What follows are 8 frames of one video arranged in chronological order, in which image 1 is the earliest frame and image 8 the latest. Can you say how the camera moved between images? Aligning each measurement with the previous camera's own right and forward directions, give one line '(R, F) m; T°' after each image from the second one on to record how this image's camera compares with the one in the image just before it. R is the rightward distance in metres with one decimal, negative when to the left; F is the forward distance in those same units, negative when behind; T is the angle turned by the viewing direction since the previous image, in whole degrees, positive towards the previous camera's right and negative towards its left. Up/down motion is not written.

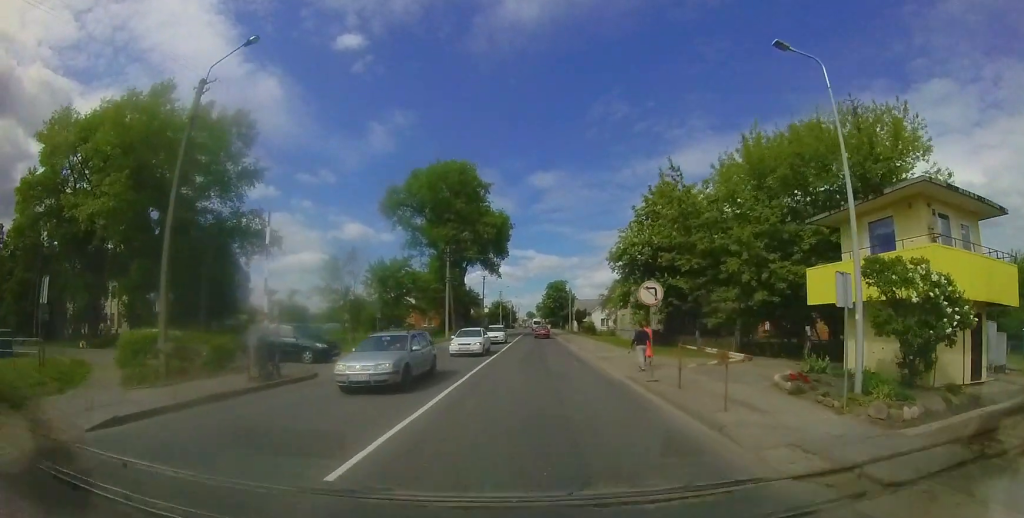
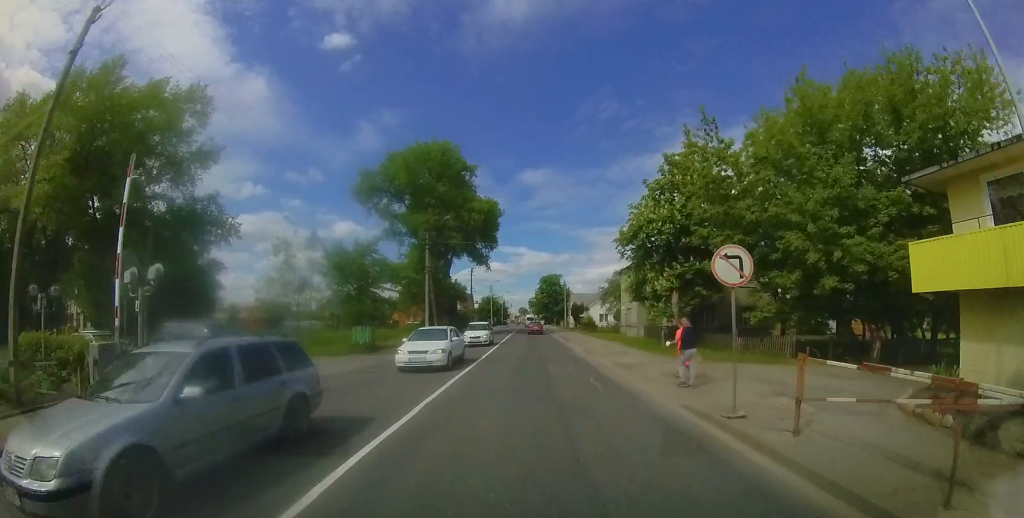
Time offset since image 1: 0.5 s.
(0.0, +4.9) m; 0°
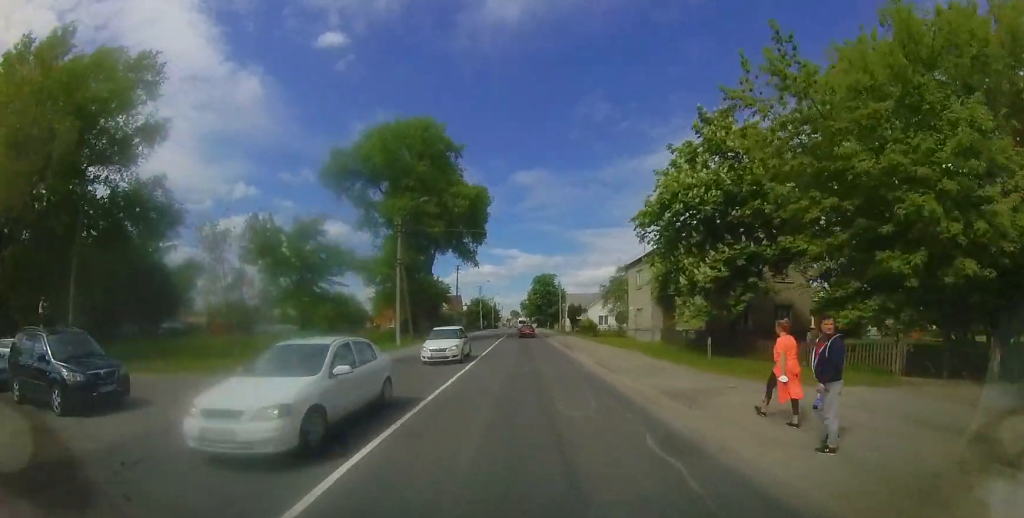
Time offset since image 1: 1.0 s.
(0.0, +5.7) m; 0°
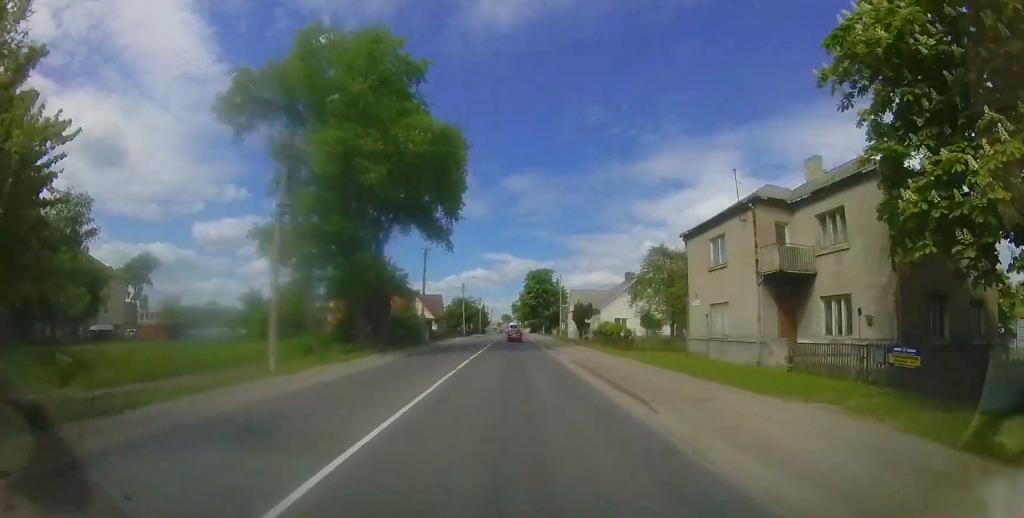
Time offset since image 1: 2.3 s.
(0.0, +13.1) m; +1°
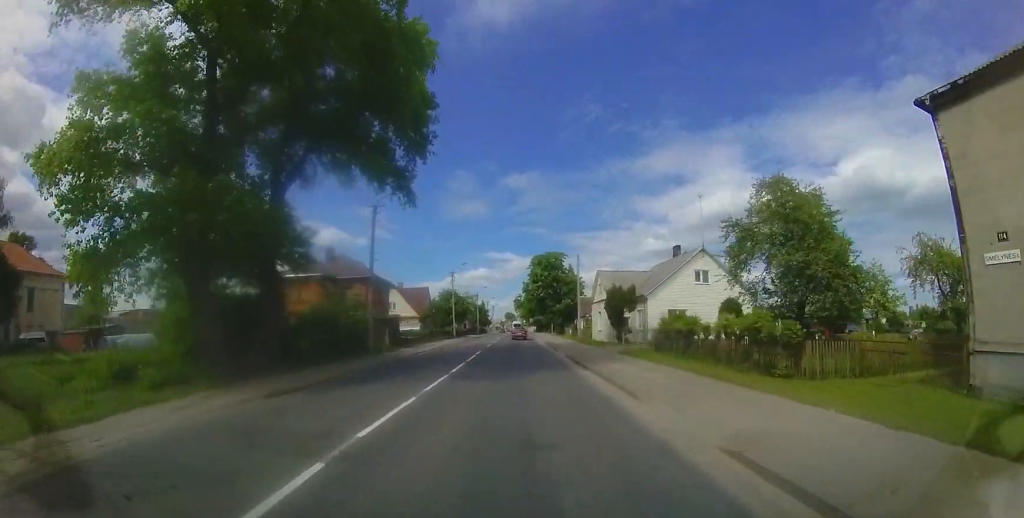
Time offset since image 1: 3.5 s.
(+0.2, +13.4) m; 0°
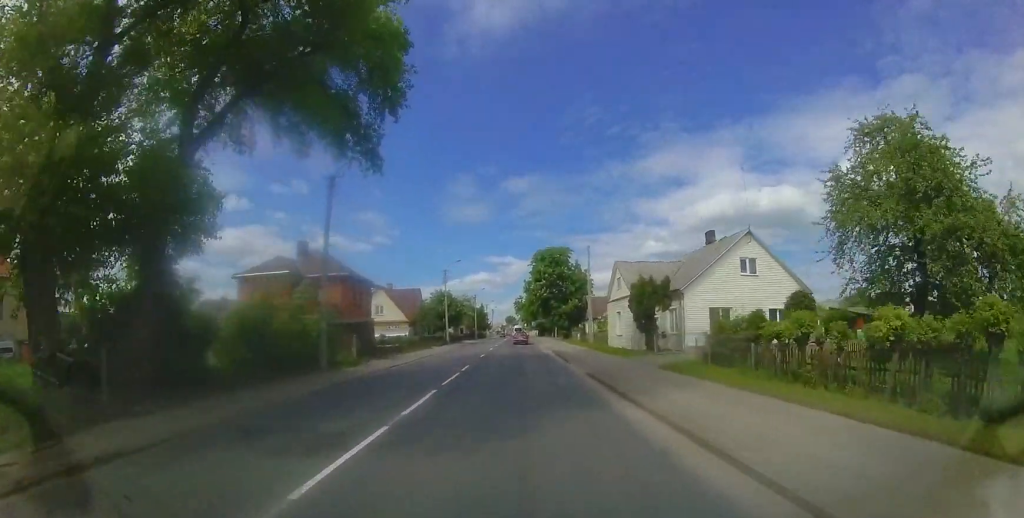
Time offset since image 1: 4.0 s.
(-0.1, +5.5) m; -1°
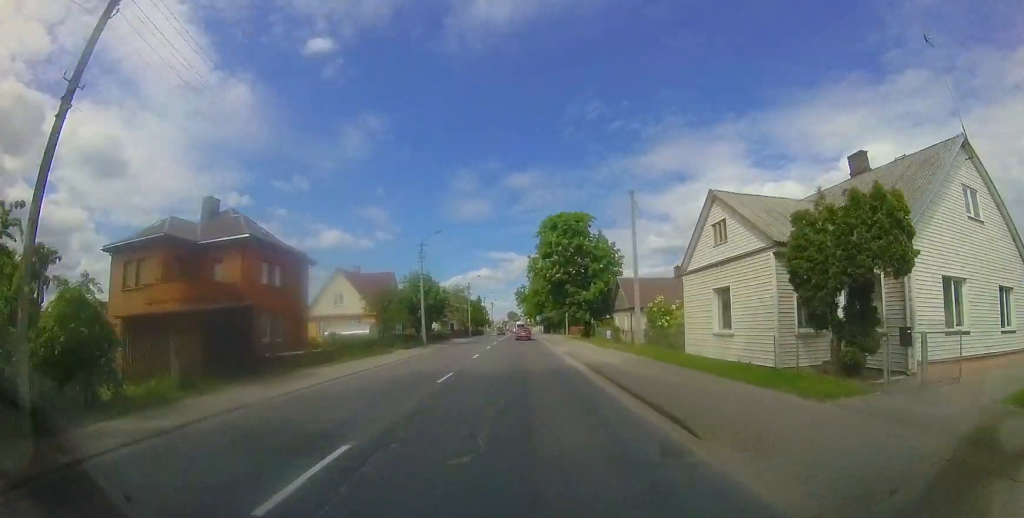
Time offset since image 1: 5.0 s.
(-0.1, +11.6) m; -1°
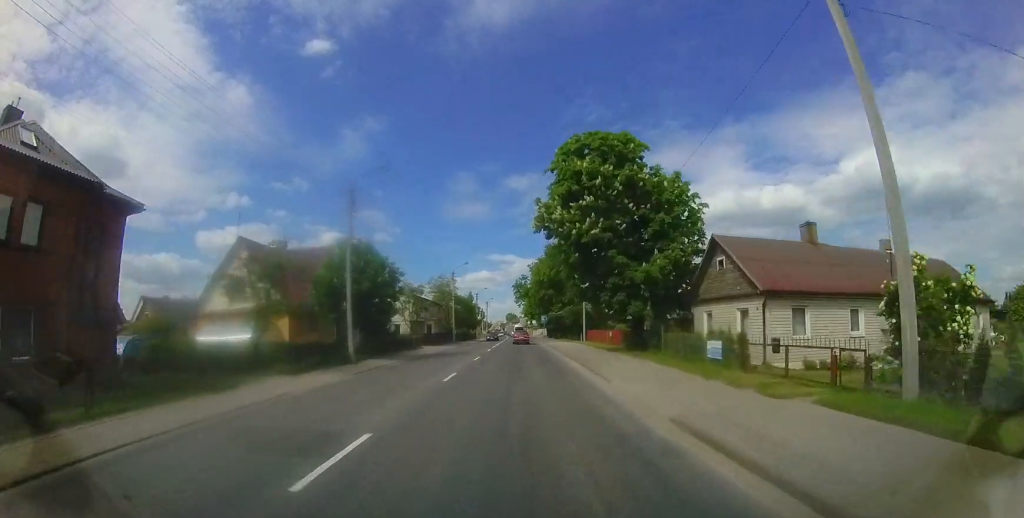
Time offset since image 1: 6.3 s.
(0.0, +14.4) m; +1°
